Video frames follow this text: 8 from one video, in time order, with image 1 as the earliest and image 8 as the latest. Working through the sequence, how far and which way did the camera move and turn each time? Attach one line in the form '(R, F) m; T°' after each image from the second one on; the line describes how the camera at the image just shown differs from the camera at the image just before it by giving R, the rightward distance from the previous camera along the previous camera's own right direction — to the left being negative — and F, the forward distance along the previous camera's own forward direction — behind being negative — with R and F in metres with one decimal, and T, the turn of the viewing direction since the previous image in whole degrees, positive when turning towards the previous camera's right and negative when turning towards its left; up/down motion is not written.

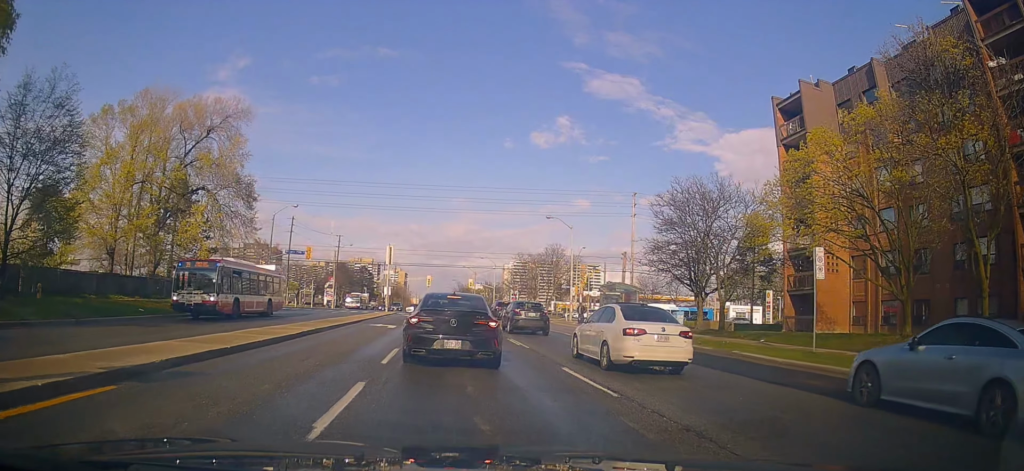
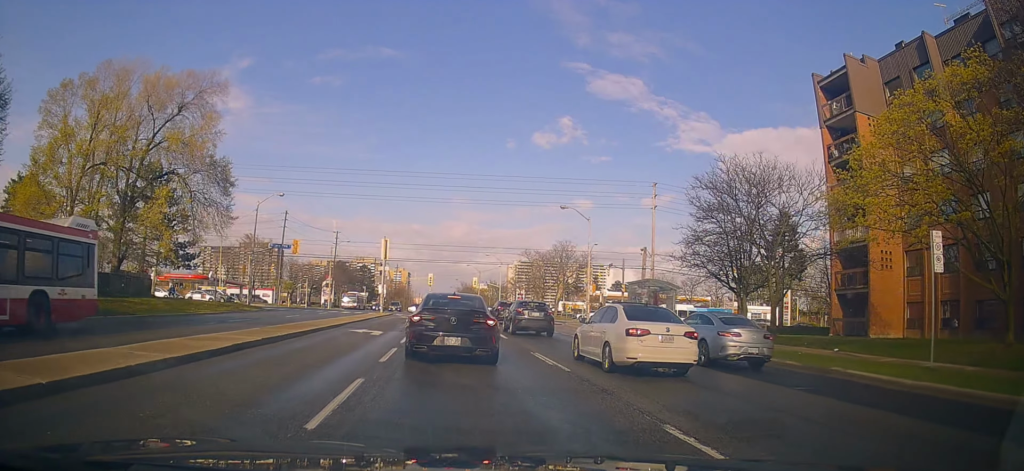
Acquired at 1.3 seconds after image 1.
(+0.2, +5.9) m; 0°
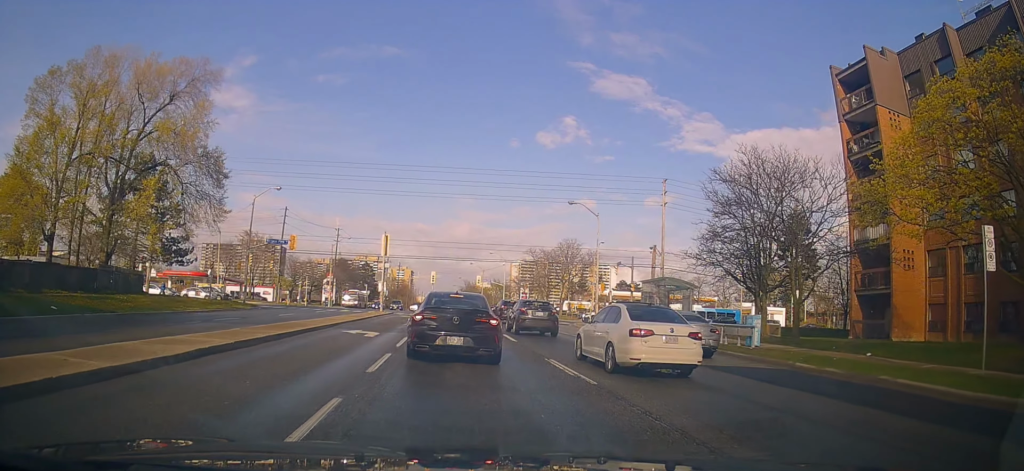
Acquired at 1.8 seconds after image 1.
(0.0, +1.9) m; -1°
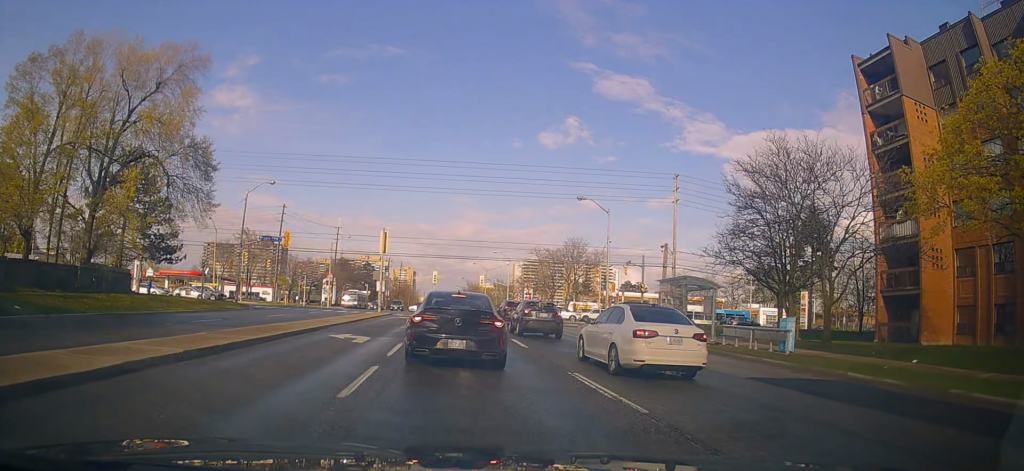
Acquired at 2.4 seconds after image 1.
(-0.1, +2.4) m; -1°
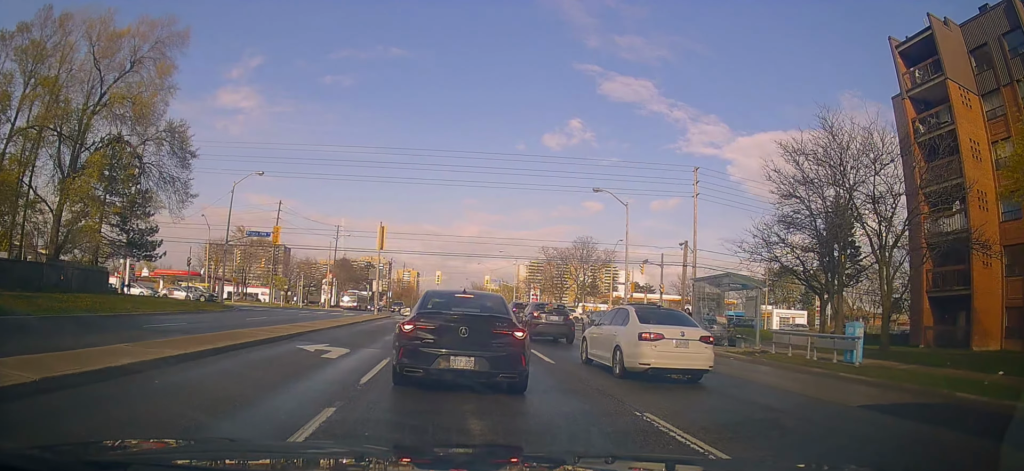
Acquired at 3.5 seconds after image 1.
(0.0, +4.0) m; +6°
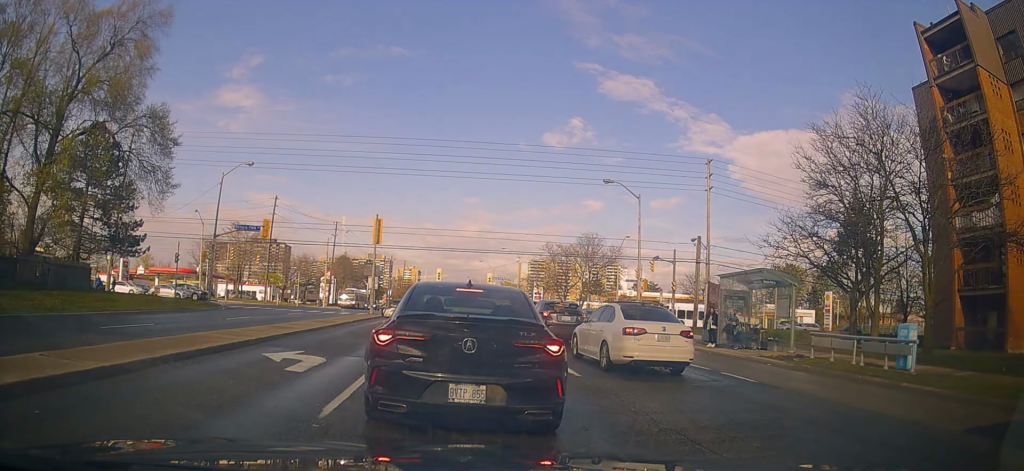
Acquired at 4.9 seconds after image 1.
(+0.3, +1.6) m; 0°
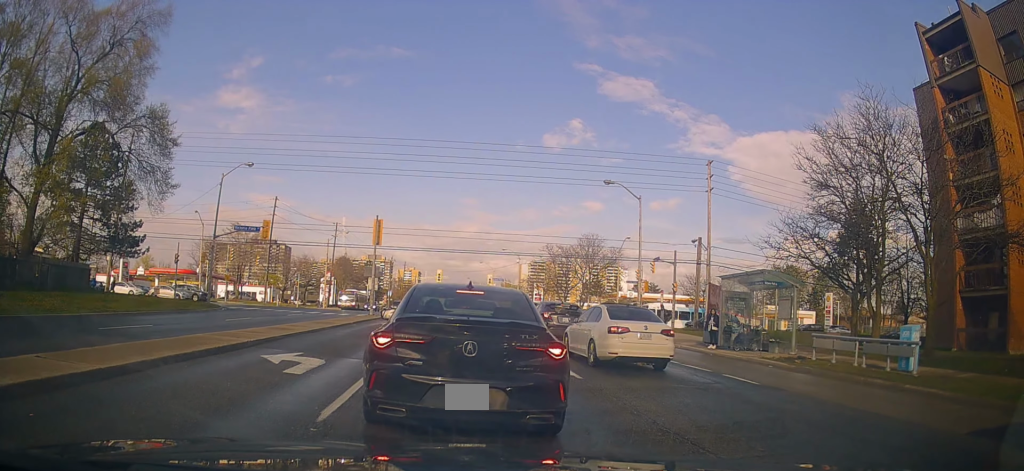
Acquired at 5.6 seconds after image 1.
(0.0, 0.0) m; 0°
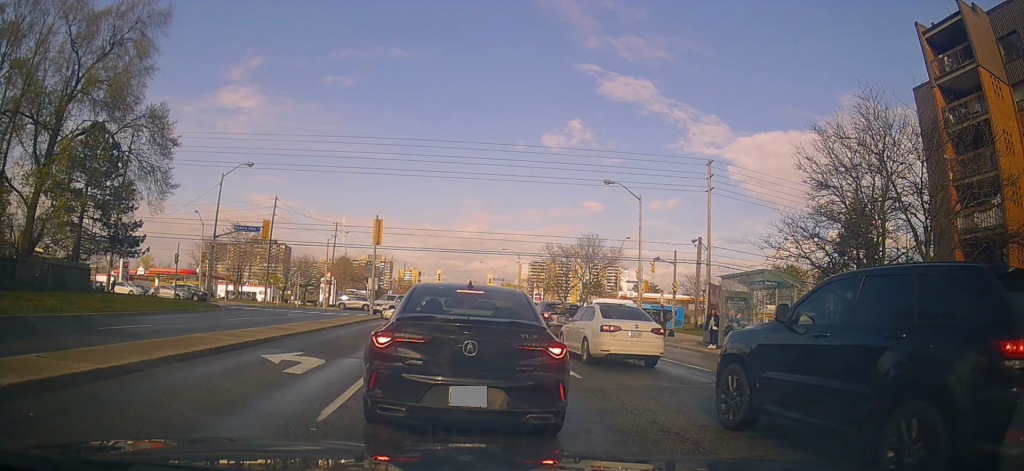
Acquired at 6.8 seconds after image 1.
(0.0, 0.0) m; 0°
